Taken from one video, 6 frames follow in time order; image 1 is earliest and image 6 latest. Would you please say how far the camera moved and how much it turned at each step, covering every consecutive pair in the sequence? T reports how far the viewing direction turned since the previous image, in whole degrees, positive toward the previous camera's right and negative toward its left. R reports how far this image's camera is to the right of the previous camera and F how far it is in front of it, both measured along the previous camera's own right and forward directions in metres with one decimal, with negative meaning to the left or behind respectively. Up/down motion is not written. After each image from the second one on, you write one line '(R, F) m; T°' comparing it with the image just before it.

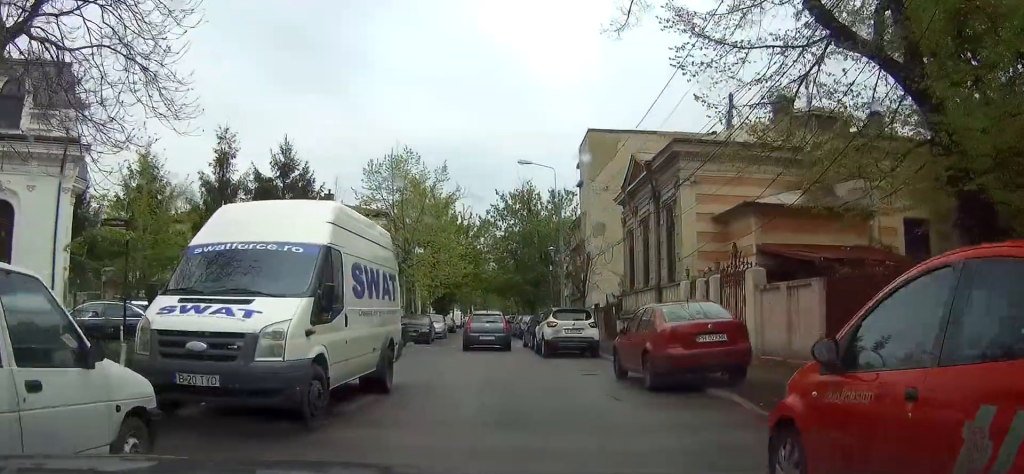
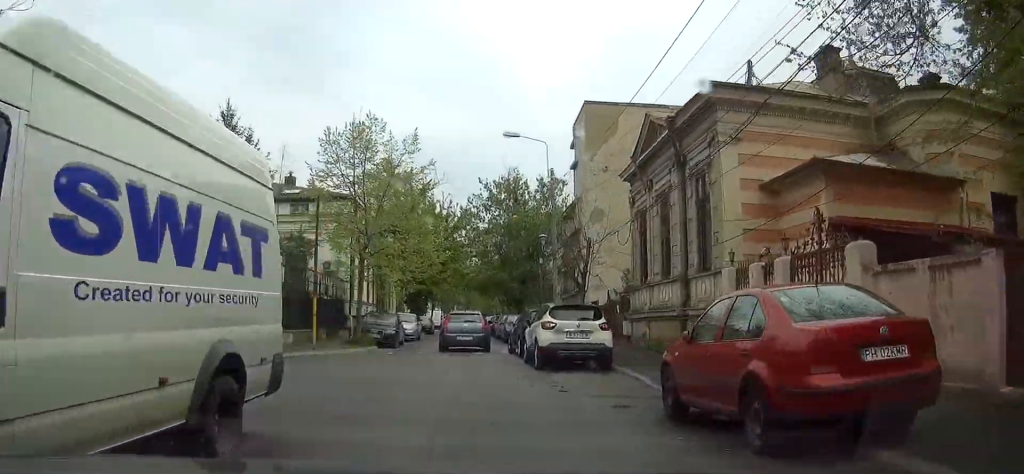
(+0.3, +5.1) m; +4°
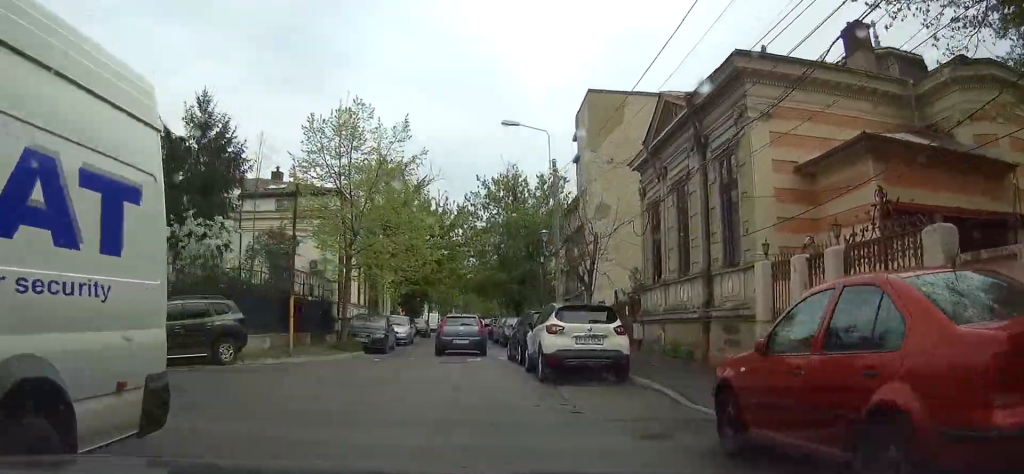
(+0.1, +2.1) m; +1°
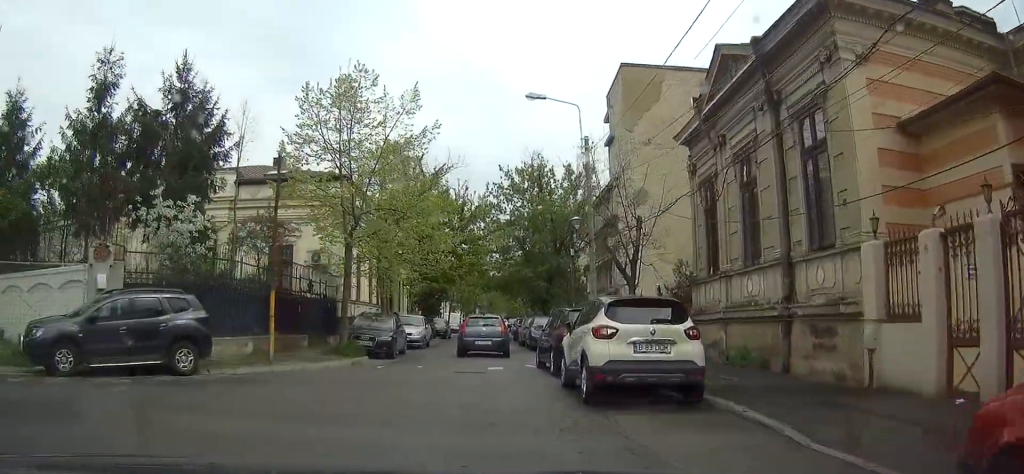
(0.0, +3.6) m; -4°
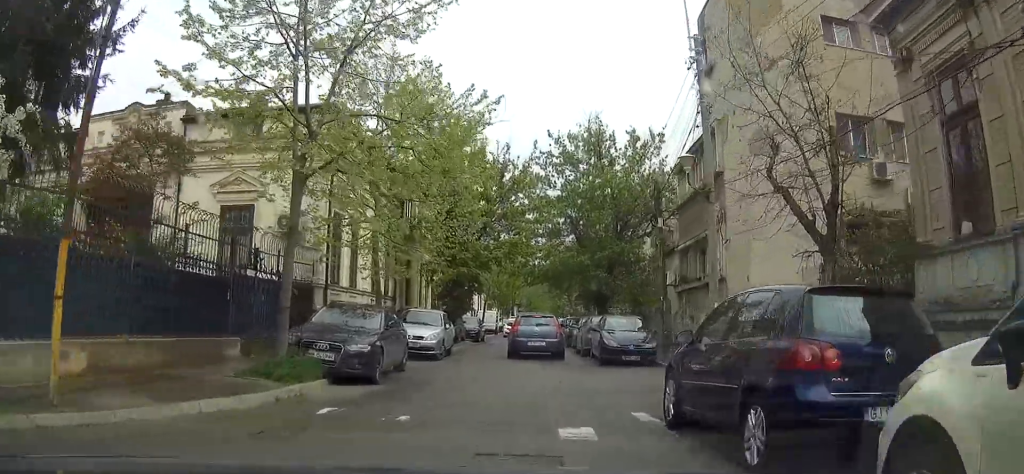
(-0.9, +9.7) m; -6°
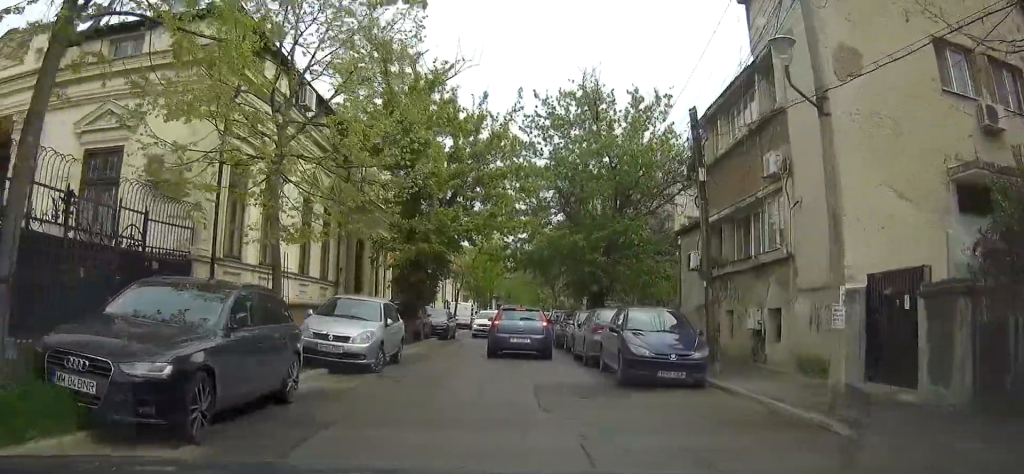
(+0.3, +6.9) m; +1°
